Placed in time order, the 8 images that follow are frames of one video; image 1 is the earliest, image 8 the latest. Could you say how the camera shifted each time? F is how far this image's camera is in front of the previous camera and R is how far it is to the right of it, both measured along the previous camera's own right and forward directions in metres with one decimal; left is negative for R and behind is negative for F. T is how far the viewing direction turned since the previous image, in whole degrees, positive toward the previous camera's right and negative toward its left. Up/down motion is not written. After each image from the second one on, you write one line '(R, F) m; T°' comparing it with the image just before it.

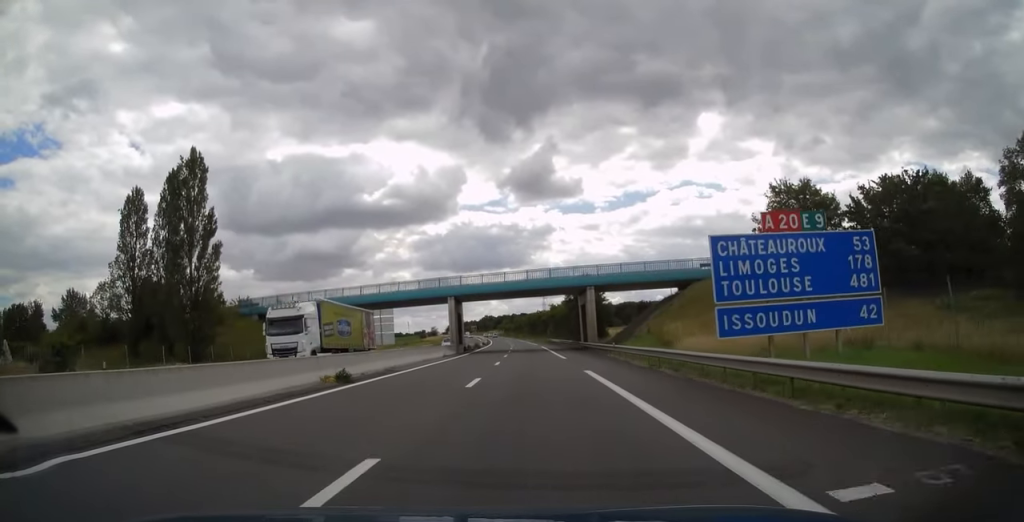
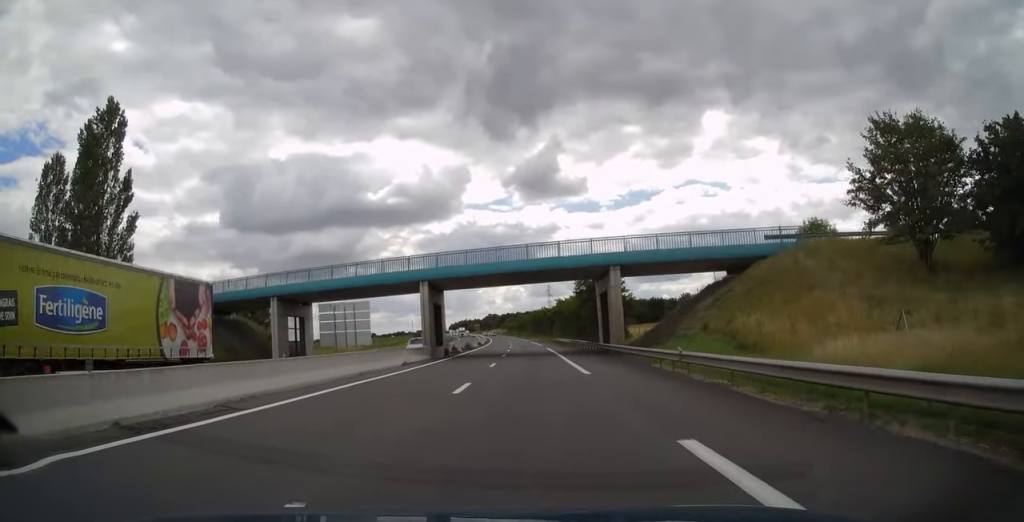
(-0.1, +14.7) m; -1°
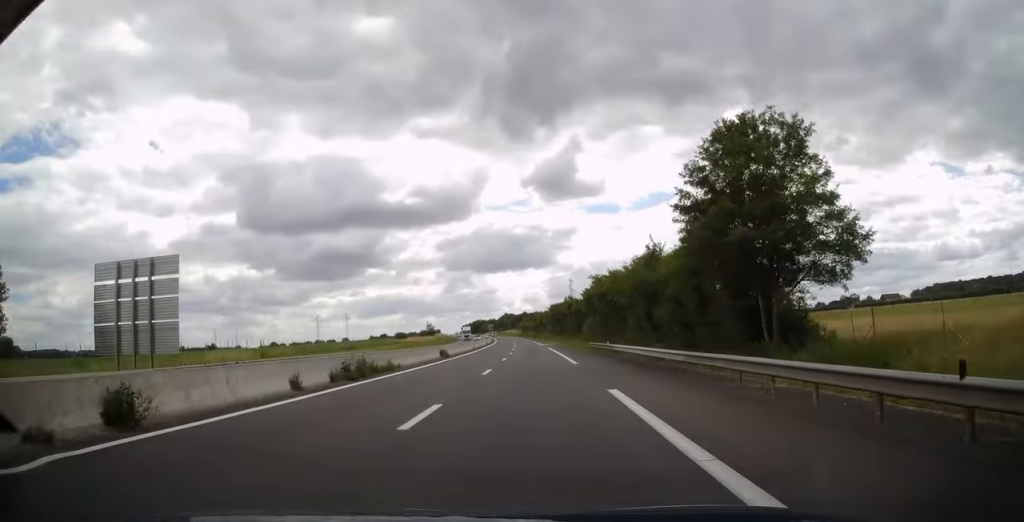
(-0.6, +44.1) m; -2°
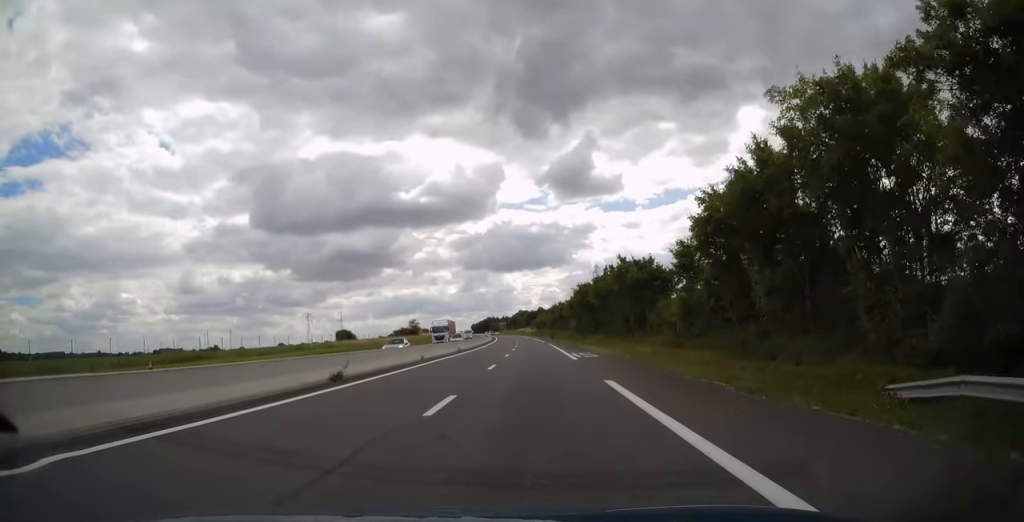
(-0.8, +50.0) m; -2°
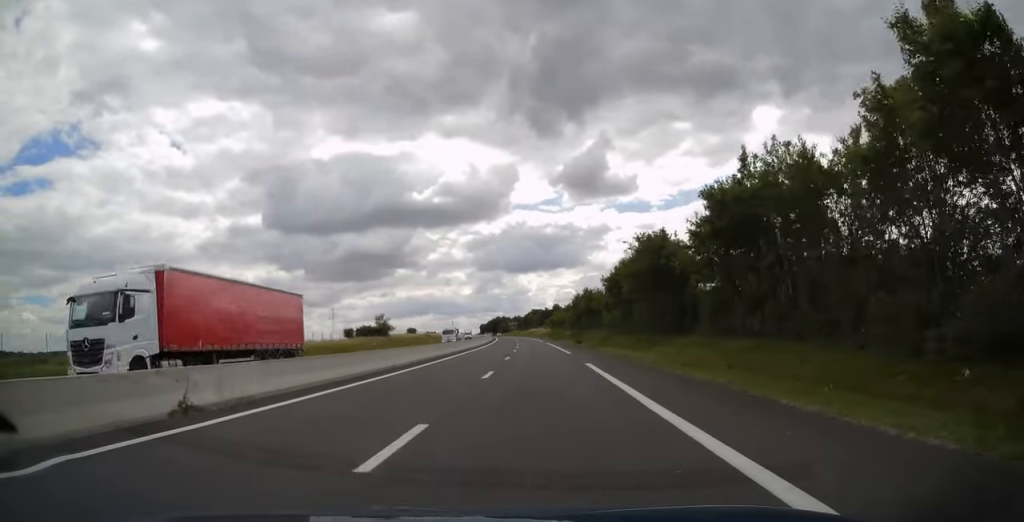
(-0.6, +43.3) m; -2°
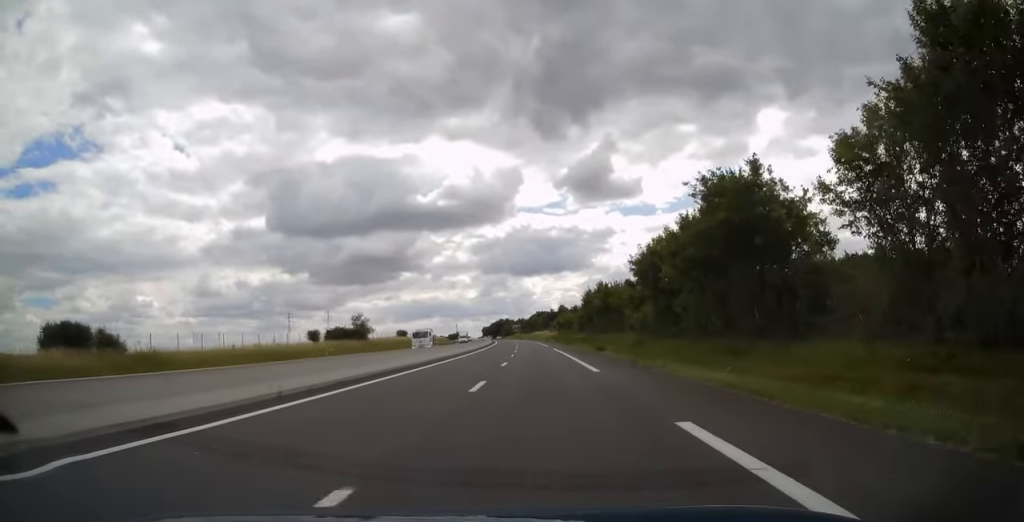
(-0.1, +16.6) m; 0°
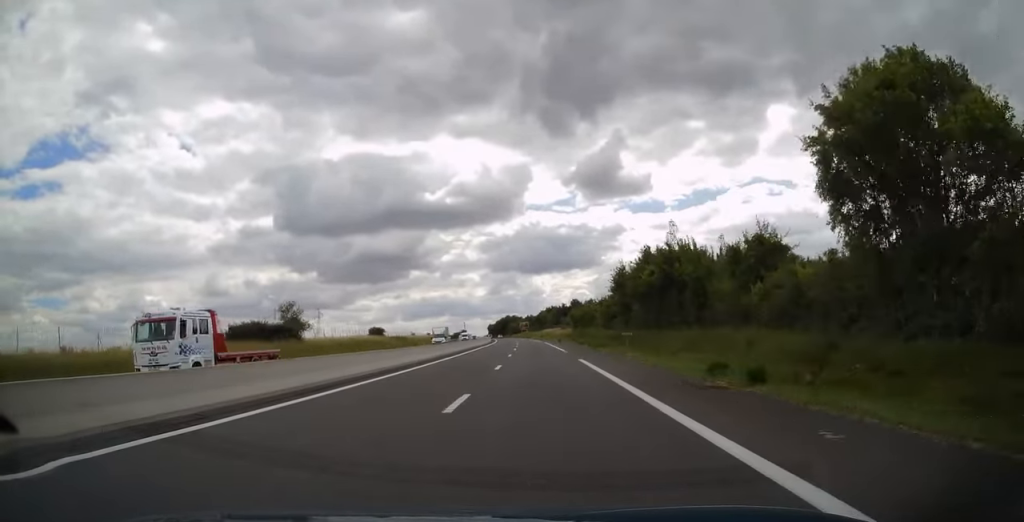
(-0.2, +30.3) m; 0°
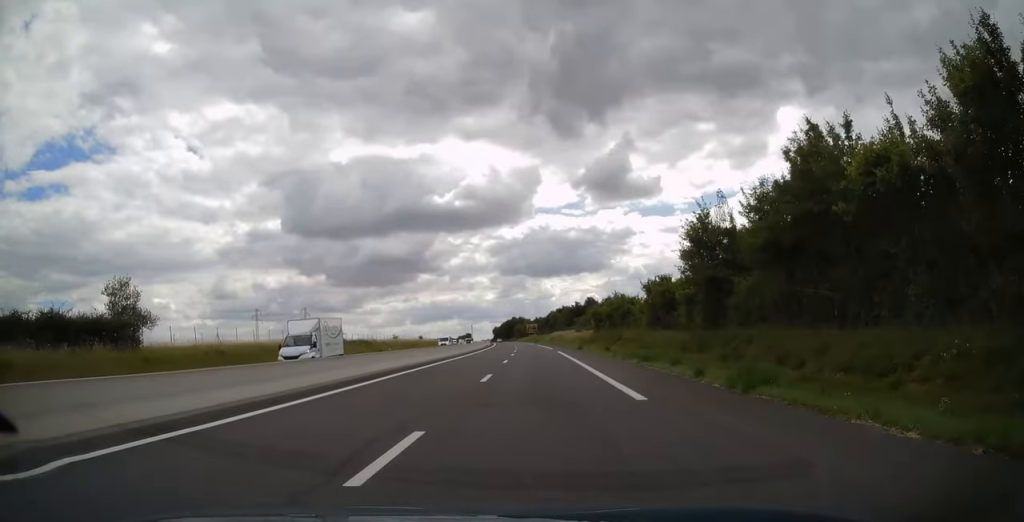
(-0.1, +30.7) m; -1°
